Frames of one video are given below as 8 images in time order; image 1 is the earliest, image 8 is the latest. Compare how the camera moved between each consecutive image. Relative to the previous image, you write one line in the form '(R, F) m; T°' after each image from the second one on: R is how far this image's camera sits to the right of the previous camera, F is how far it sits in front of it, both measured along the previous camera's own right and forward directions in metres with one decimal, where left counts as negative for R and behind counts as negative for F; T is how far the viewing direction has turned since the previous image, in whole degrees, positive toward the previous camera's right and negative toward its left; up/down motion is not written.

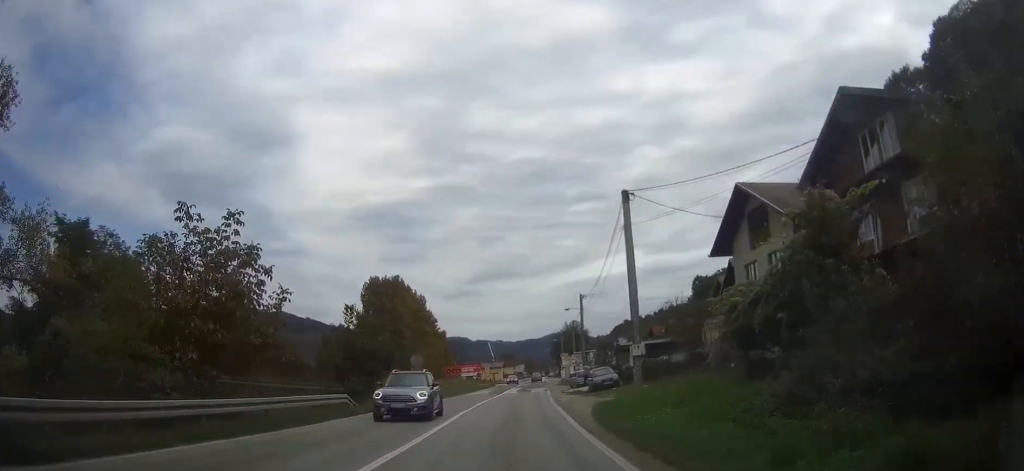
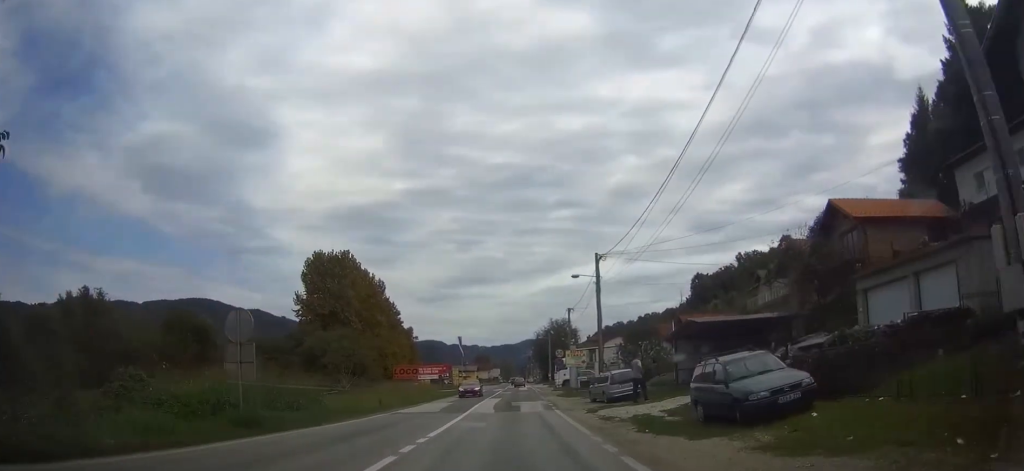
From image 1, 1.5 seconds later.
(+0.4, +28.9) m; +2°
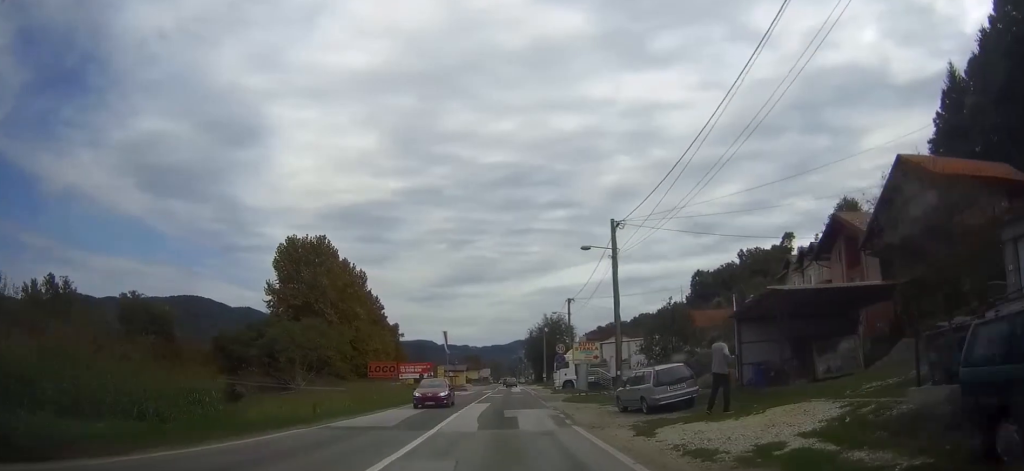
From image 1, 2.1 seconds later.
(+0.2, +10.8) m; +1°
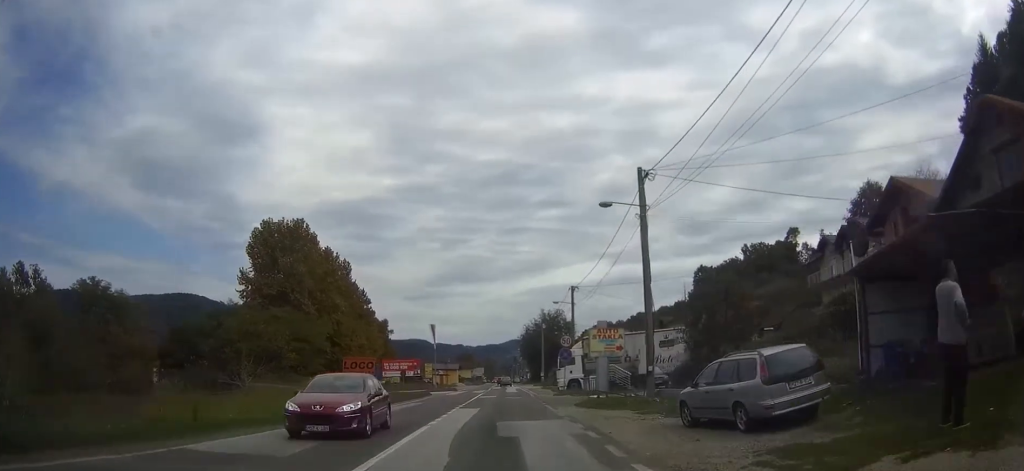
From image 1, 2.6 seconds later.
(+0.1, +9.5) m; +1°
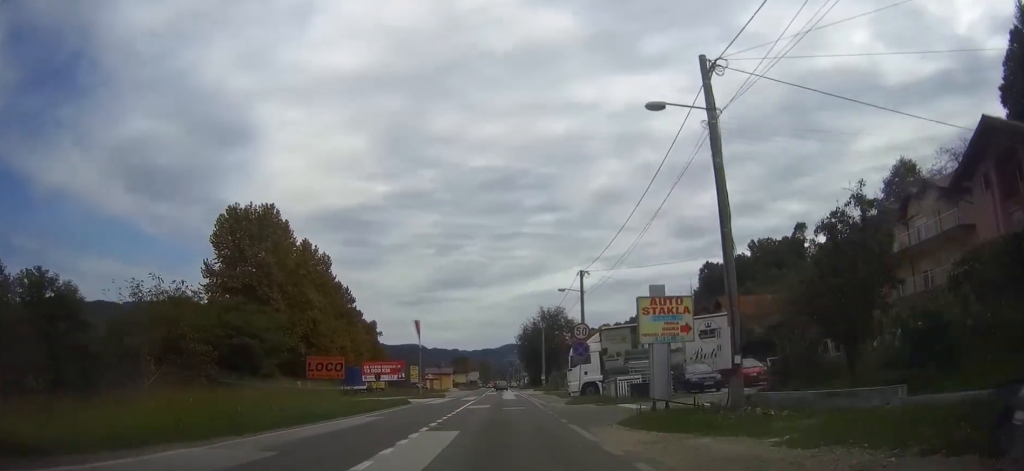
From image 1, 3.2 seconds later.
(0.0, +11.3) m; +1°
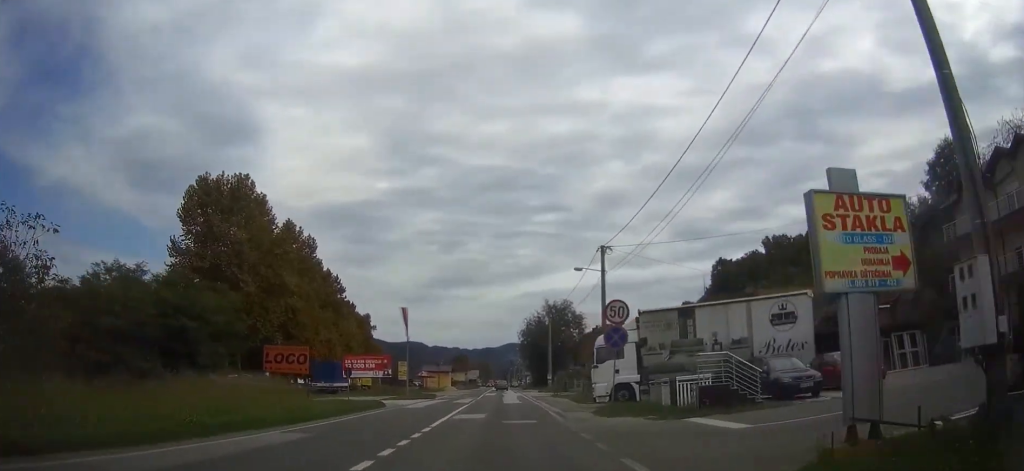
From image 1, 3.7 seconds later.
(0.0, +10.6) m; 0°
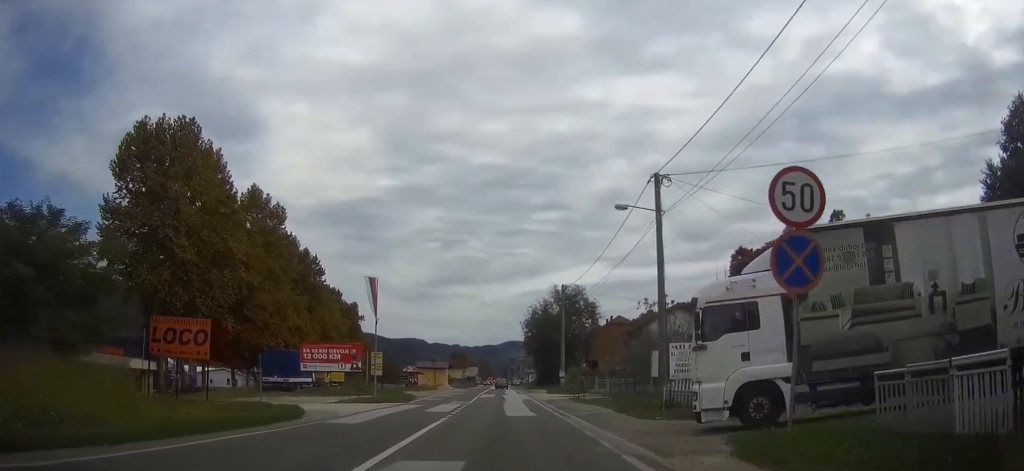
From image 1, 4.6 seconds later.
(+0.1, +16.1) m; 0°
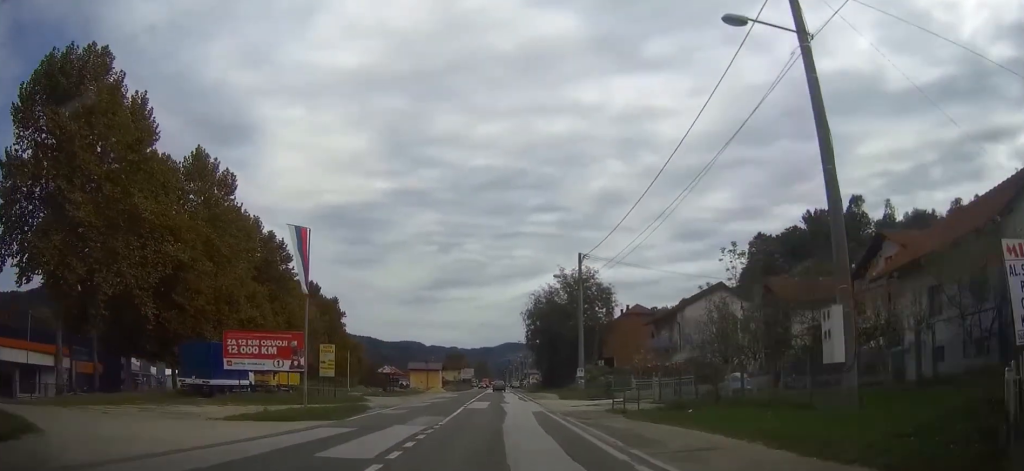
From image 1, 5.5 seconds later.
(-0.1, +16.4) m; 0°
